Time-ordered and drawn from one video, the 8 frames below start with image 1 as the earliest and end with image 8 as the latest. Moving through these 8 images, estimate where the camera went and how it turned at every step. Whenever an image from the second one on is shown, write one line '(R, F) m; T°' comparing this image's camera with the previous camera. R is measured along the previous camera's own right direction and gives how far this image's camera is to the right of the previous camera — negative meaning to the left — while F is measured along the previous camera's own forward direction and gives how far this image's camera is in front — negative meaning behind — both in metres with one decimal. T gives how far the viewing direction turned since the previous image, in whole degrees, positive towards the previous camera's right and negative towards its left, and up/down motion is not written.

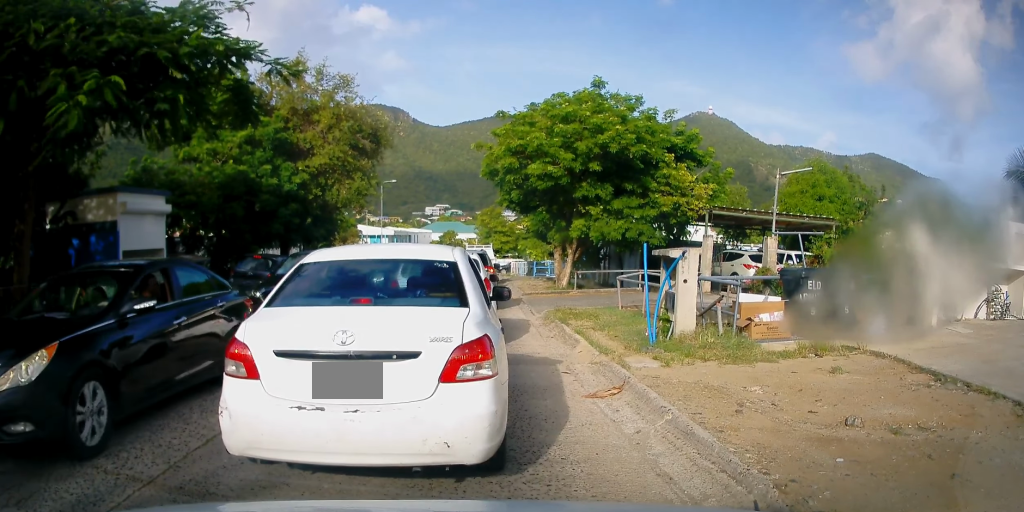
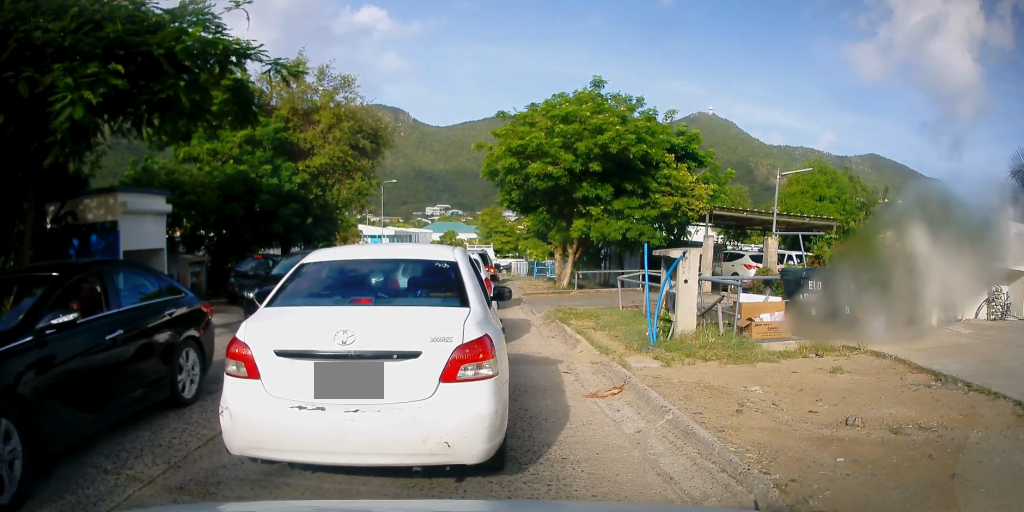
(0.0, 0.0) m; 0°
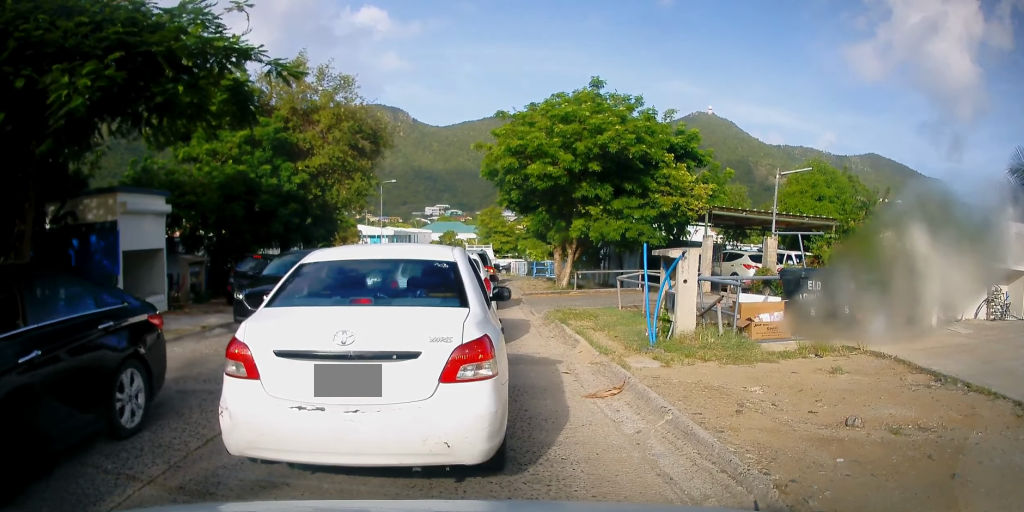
(0.0, 0.0) m; 0°
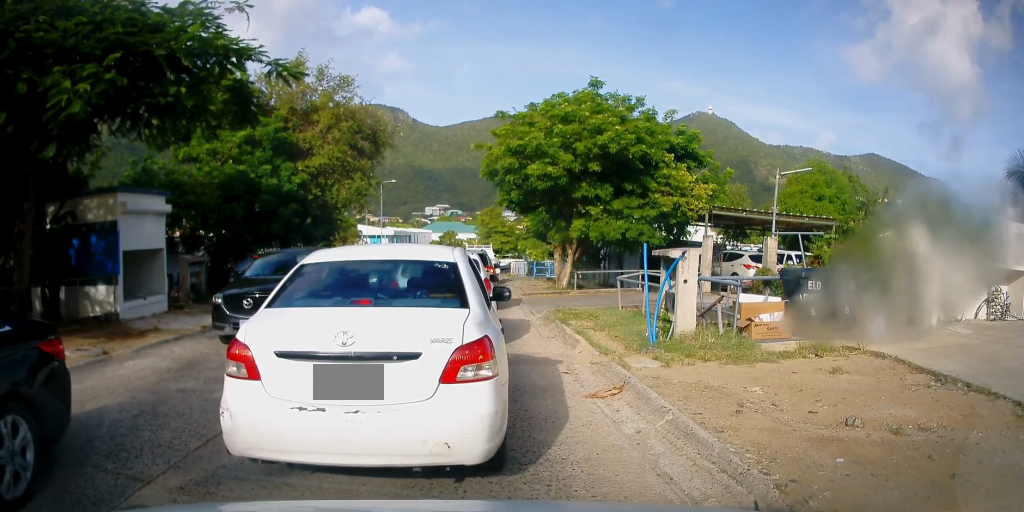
(0.0, 0.0) m; 0°
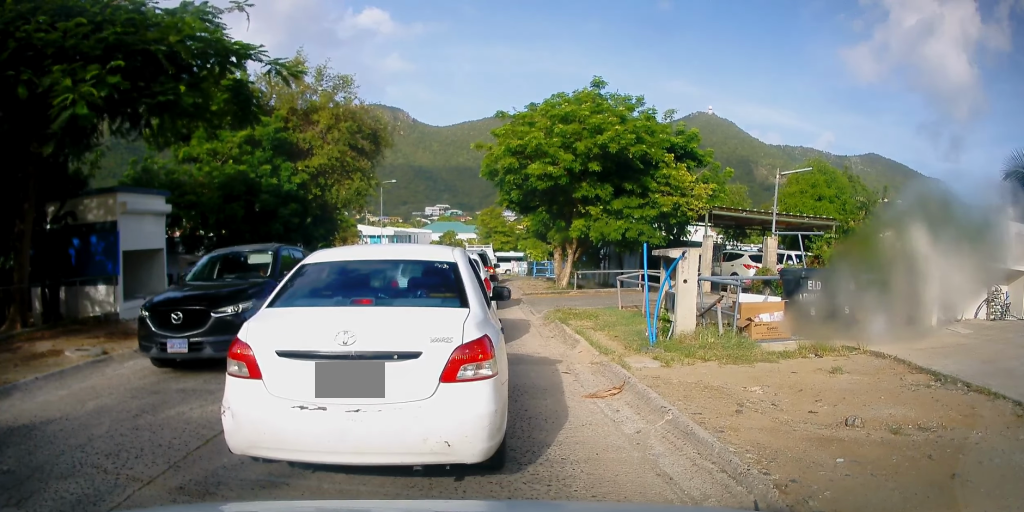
(0.0, 0.0) m; 0°
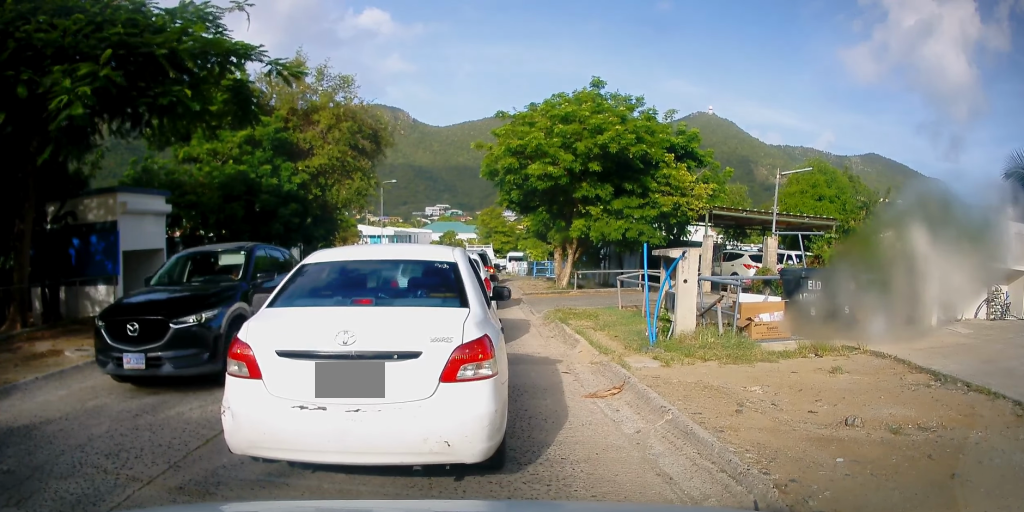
(0.0, 0.0) m; 0°
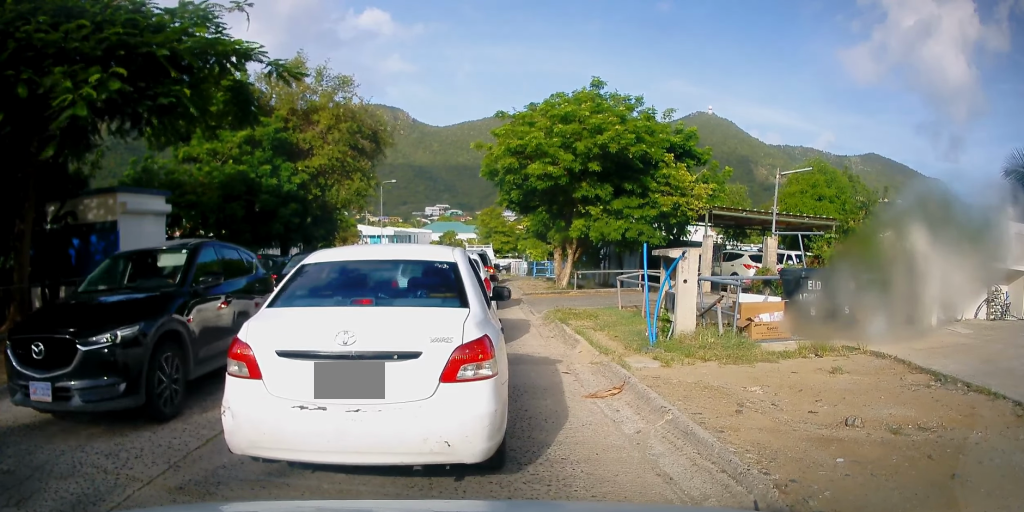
(0.0, 0.0) m; 0°
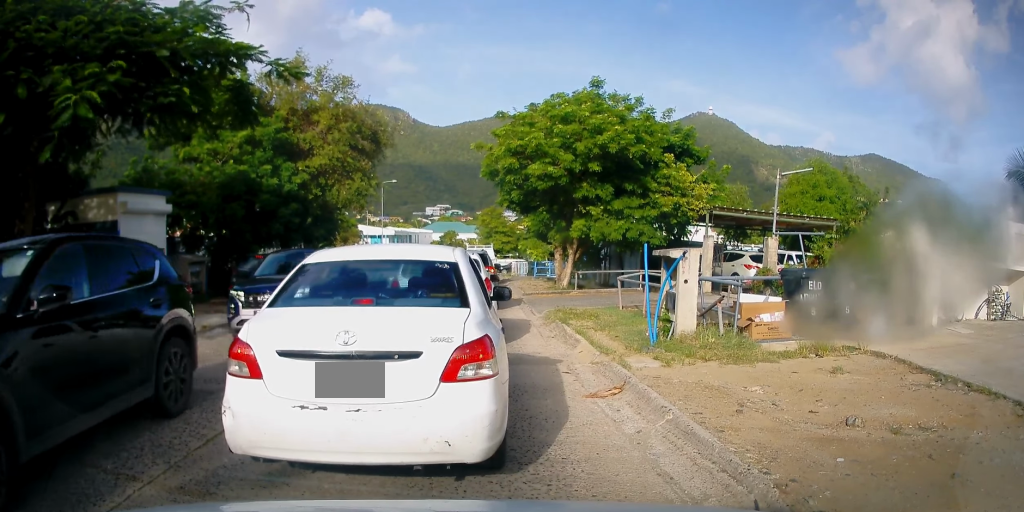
(0.0, 0.0) m; 0°
